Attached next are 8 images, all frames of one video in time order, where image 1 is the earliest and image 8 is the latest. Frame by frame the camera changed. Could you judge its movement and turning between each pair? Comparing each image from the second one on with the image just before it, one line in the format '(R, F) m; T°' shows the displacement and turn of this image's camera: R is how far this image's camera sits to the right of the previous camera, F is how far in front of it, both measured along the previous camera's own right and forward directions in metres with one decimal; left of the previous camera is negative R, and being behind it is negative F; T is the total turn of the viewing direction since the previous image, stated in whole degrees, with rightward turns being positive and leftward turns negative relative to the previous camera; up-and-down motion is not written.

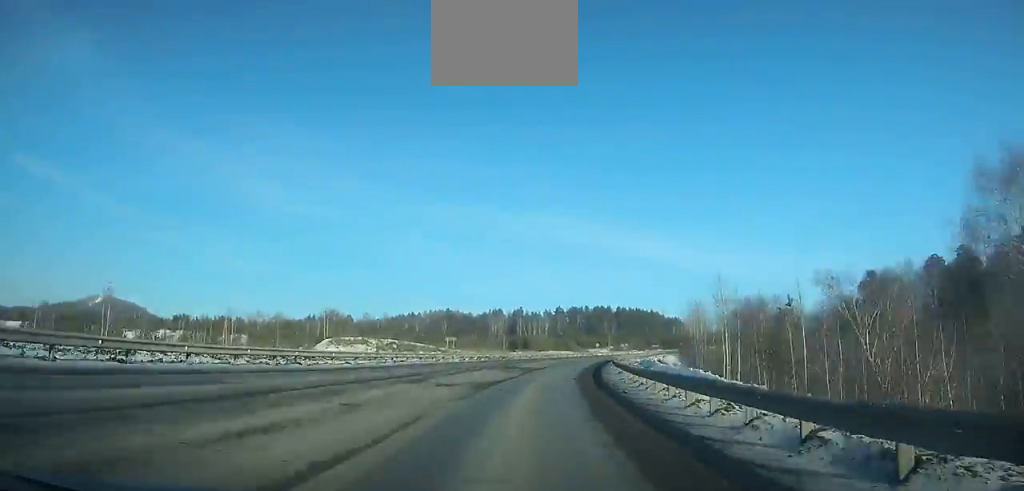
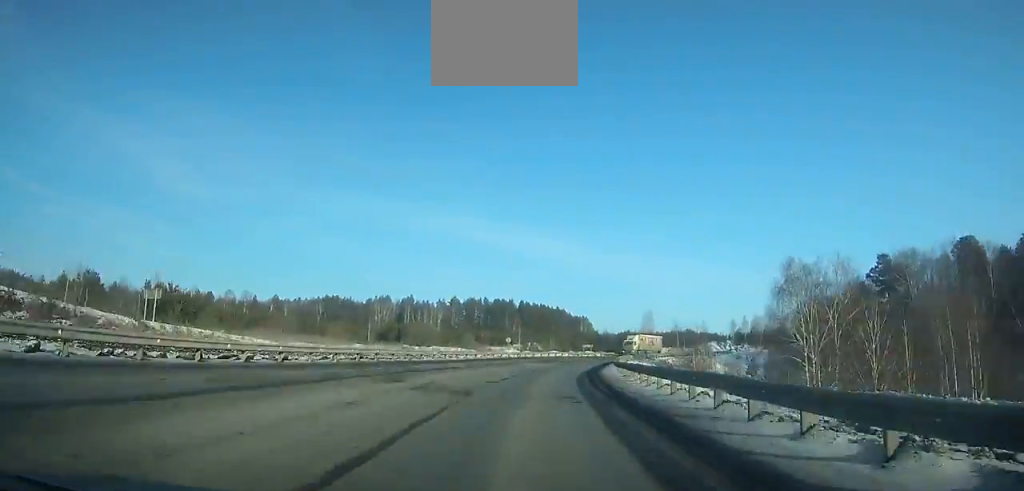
(+4.2, +51.0) m; +12°
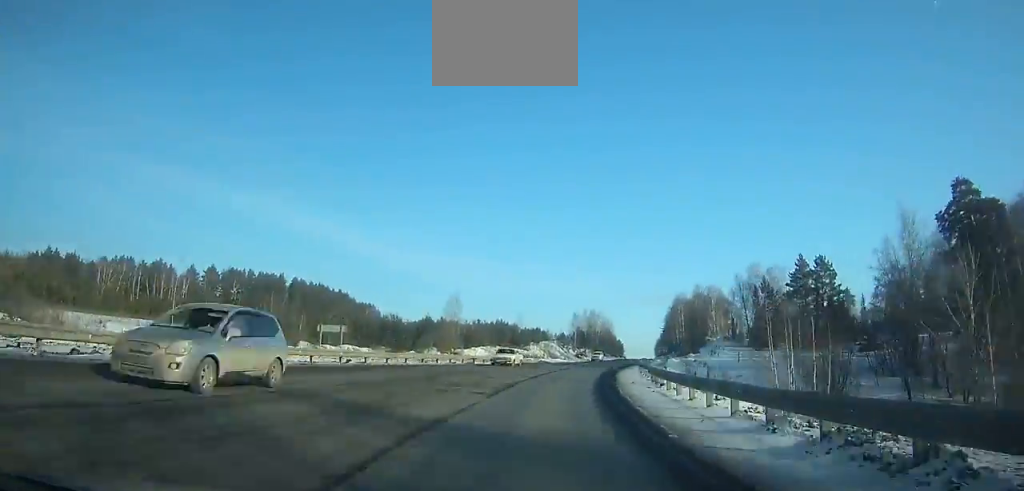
(+12.9, +72.6) m; +18°
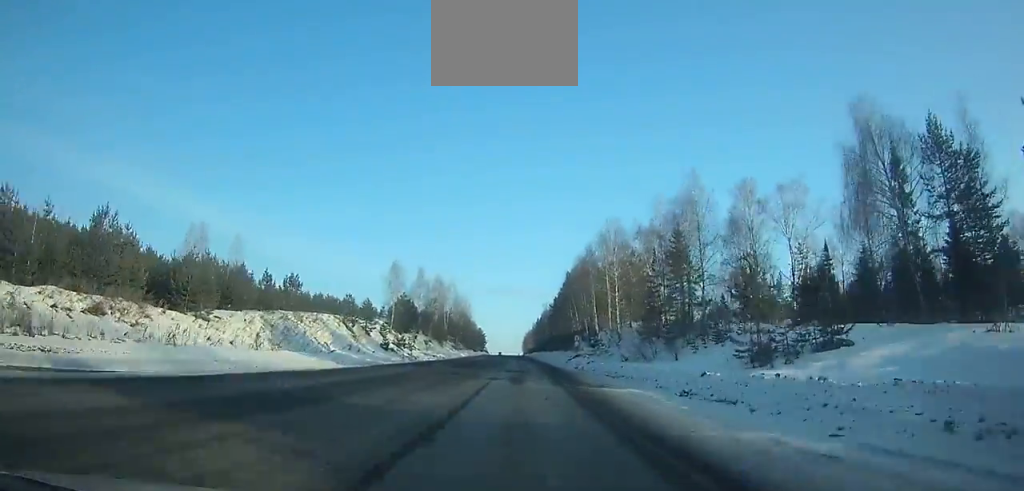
(+10.8, +86.1) m; +7°
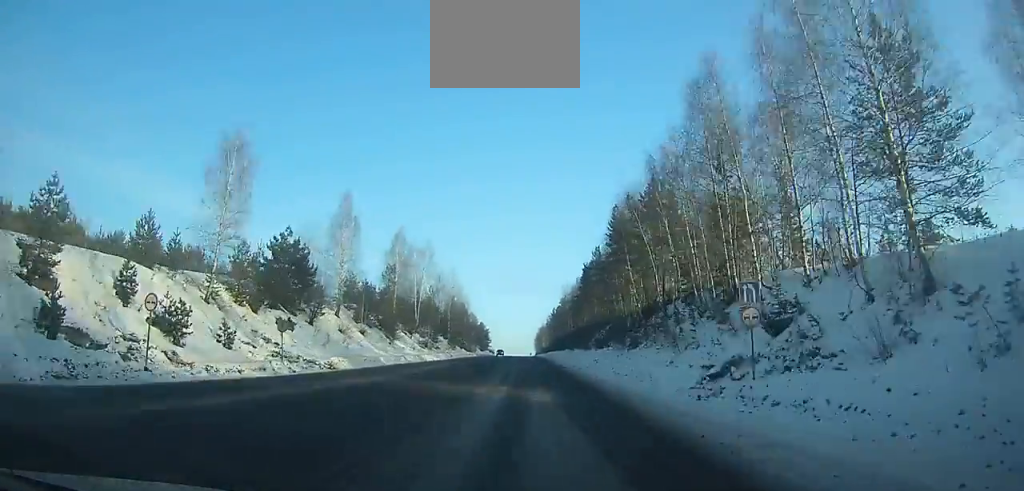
(+0.2, +55.9) m; 0°
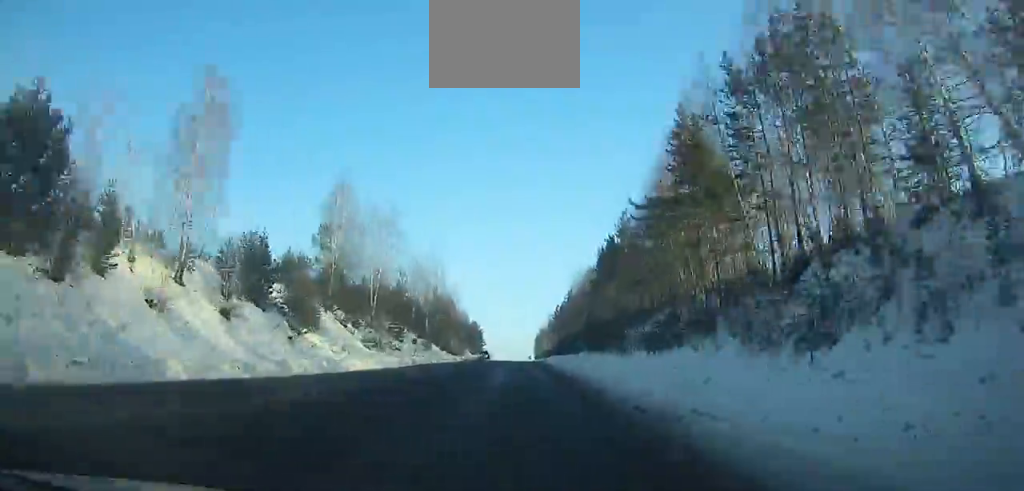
(+0.1, +29.3) m; 0°
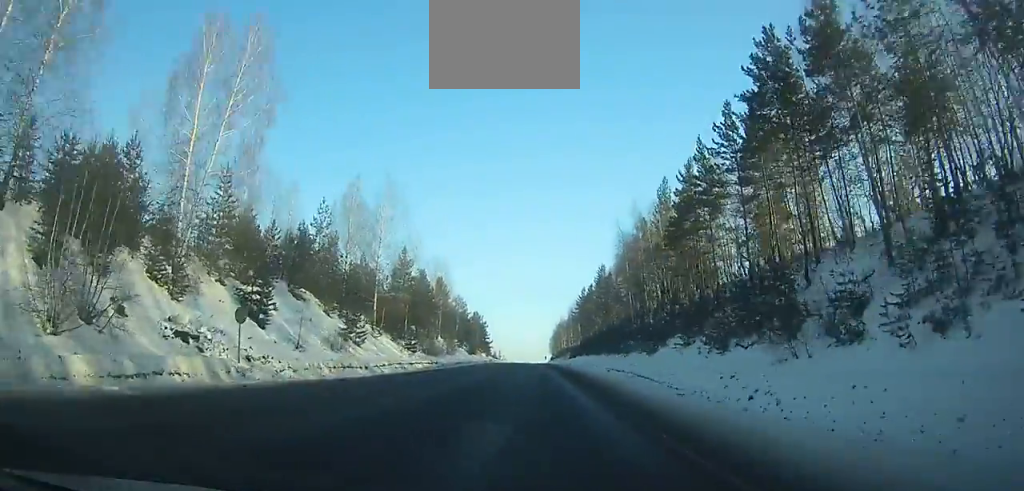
(-0.3, +47.5) m; 0°
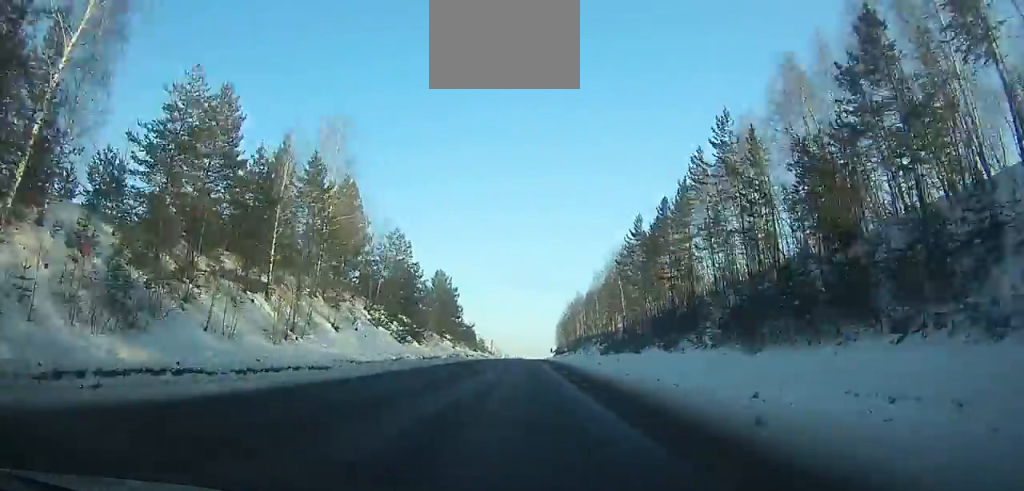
(-0.2, +70.6) m; 0°
